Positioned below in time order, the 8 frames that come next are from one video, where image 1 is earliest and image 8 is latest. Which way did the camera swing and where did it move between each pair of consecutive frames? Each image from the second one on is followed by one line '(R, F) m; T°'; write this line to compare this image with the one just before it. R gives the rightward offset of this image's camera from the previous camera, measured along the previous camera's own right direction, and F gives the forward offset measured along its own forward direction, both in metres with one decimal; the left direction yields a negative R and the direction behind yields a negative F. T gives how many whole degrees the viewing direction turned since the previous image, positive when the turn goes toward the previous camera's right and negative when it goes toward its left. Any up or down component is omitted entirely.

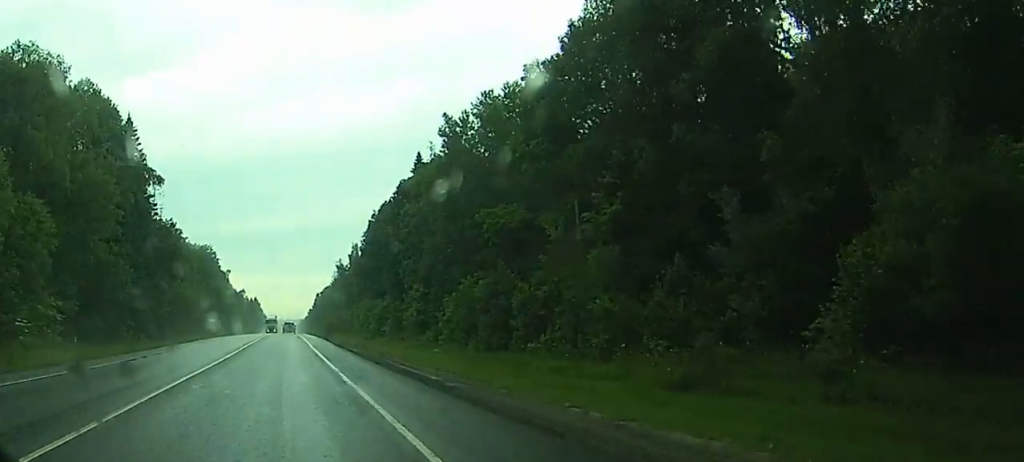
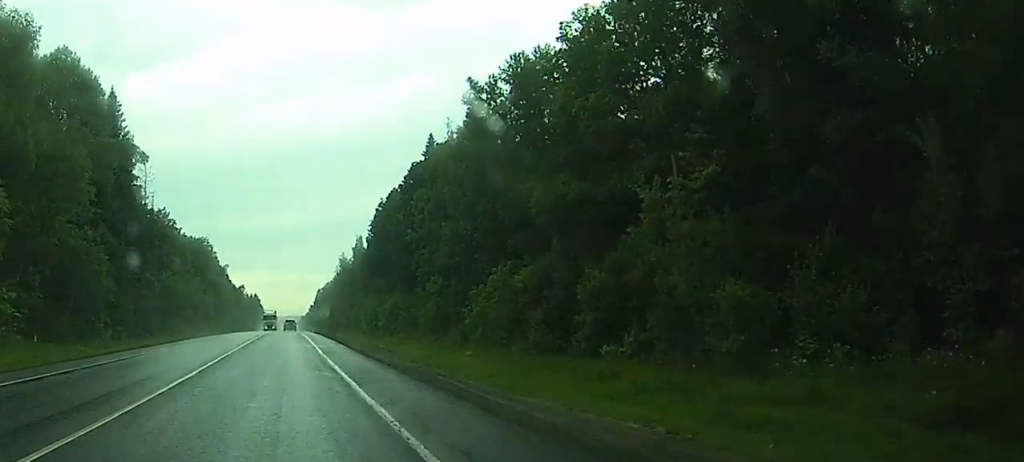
(-0.2, +12.5) m; 0°
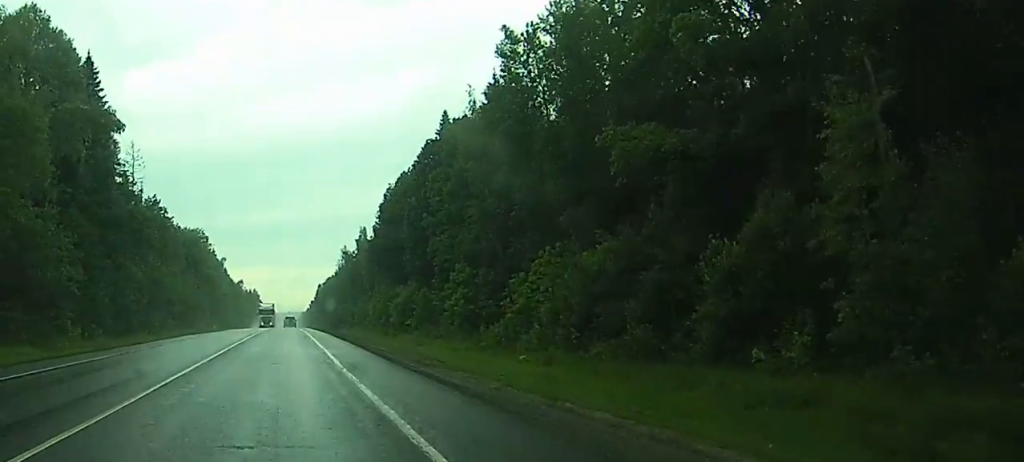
(0.0, +13.4) m; 0°
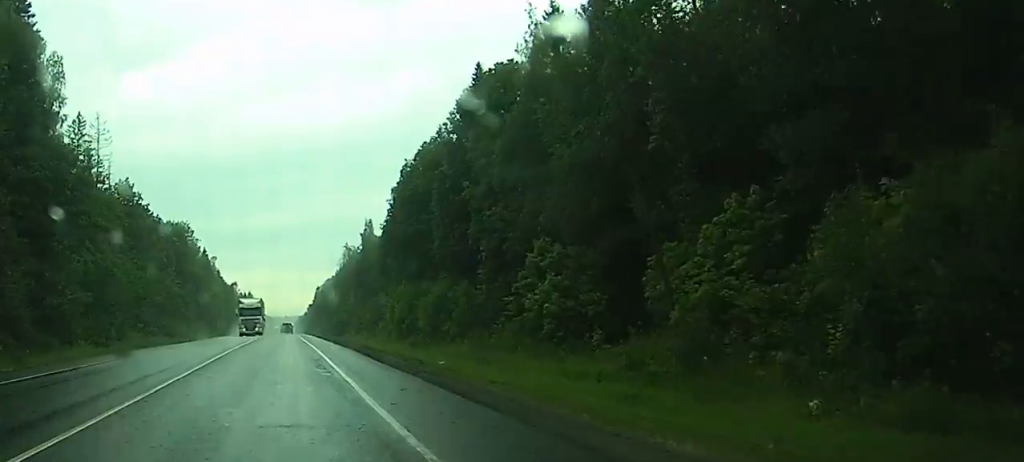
(+0.4, +26.0) m; +1°
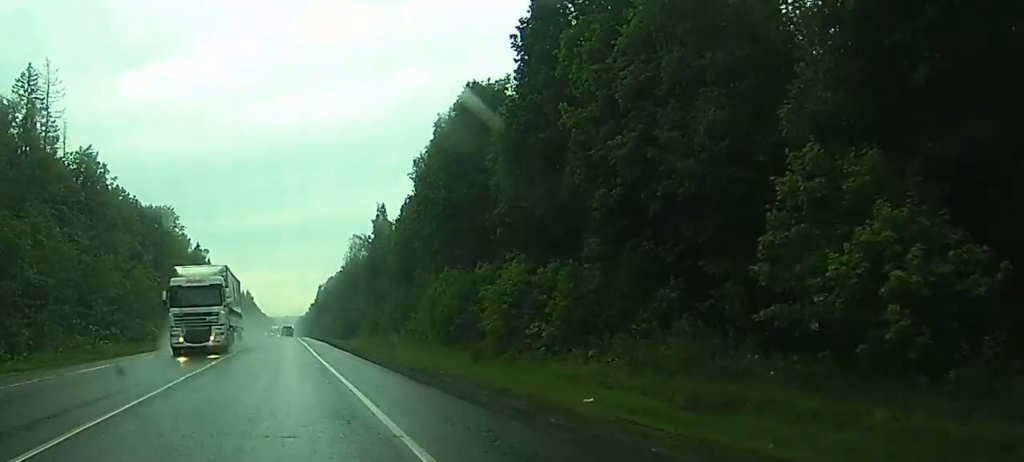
(+0.2, +28.0) m; +1°
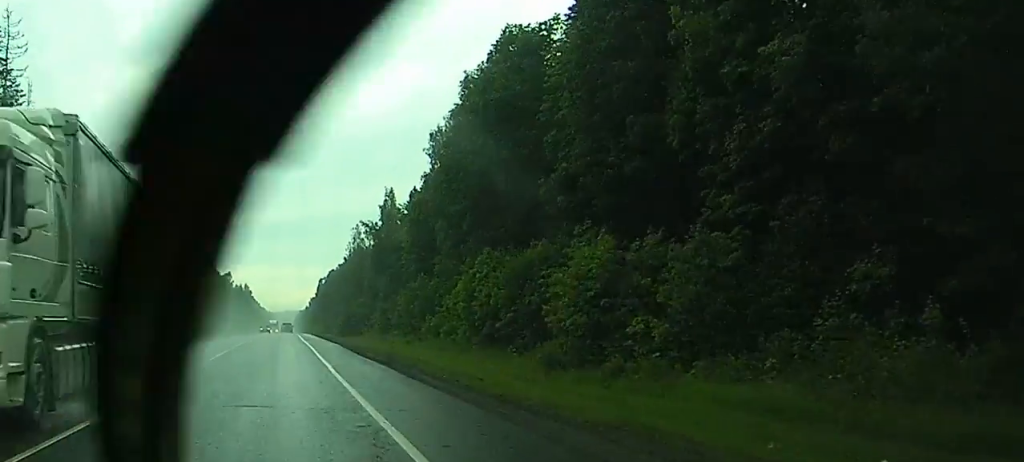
(0.0, +15.4) m; 0°
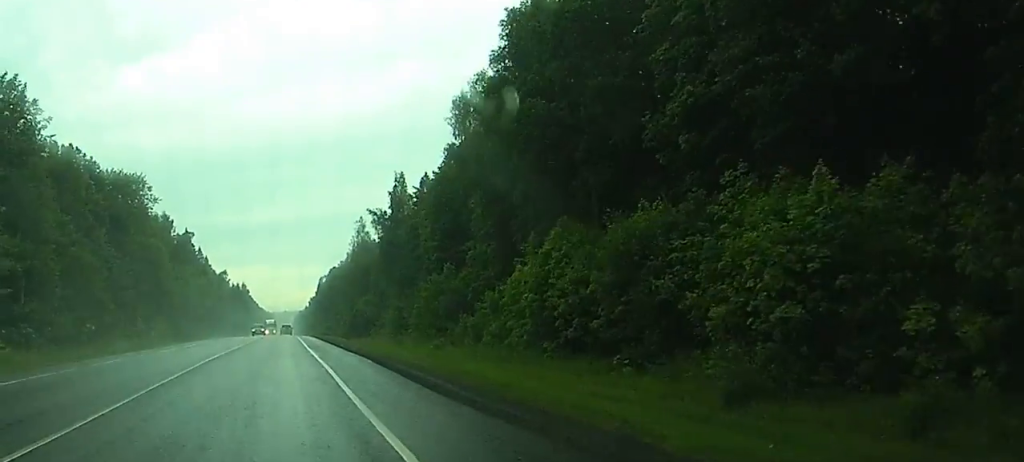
(+0.1, +17.2) m; 0°
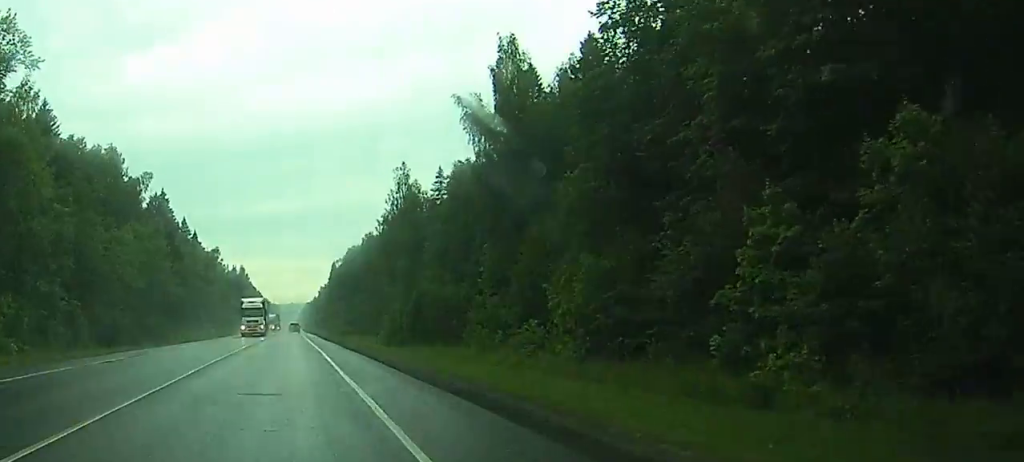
(-1.8, +70.7) m; -2°
